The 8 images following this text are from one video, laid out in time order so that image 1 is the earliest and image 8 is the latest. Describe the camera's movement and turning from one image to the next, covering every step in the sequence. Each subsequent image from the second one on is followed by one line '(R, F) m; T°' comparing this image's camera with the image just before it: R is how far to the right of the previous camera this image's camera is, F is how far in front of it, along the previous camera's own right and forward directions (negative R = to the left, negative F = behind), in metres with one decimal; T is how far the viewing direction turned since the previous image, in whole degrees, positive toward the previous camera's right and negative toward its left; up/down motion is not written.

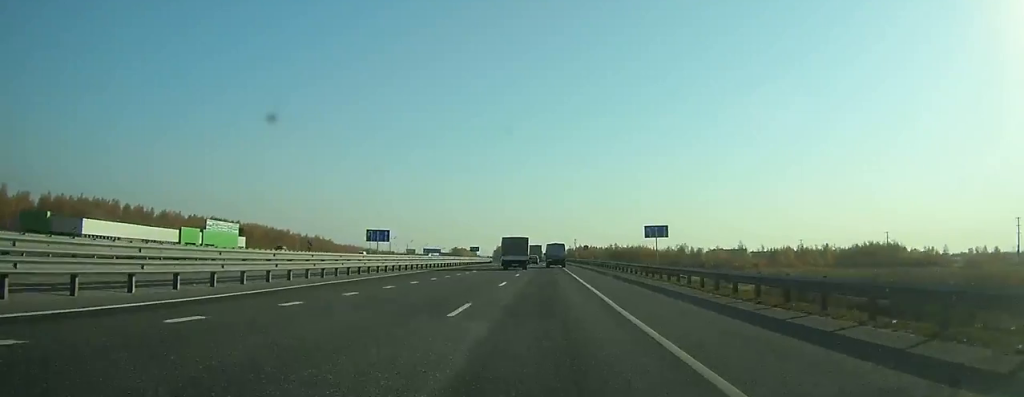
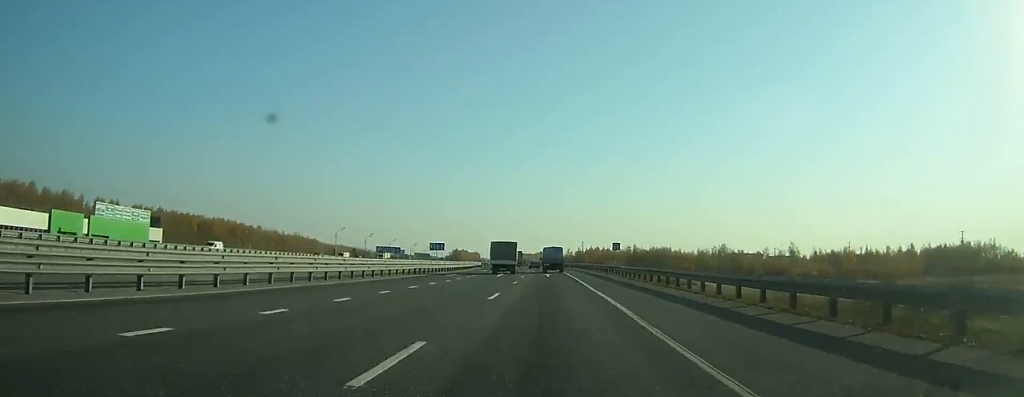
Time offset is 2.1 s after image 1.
(-0.3, +43.3) m; 0°
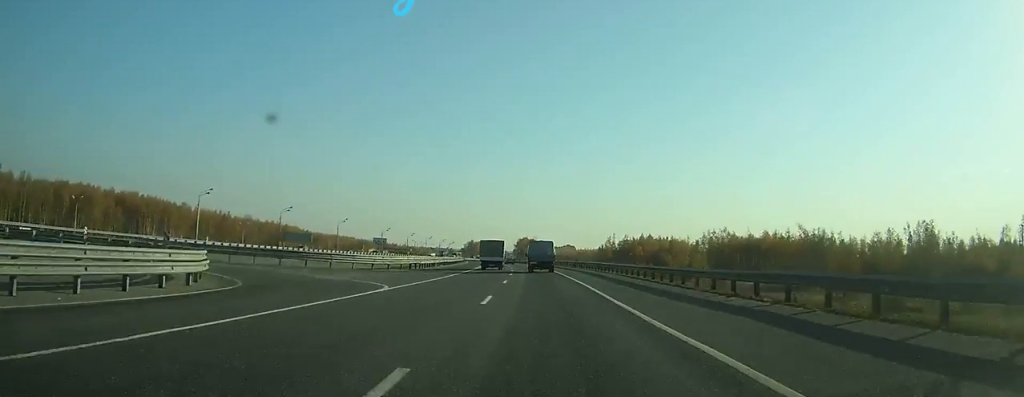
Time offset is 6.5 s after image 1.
(-0.4, +85.8) m; -2°
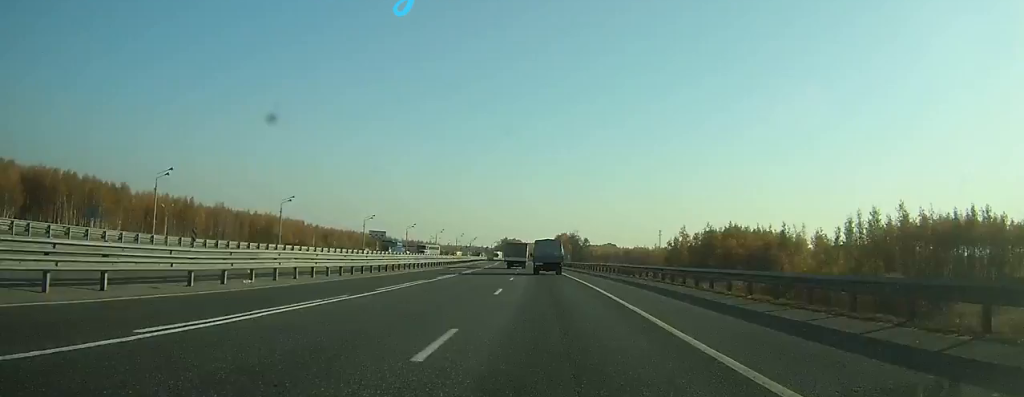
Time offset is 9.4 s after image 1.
(-1.6, +56.8) m; -3°
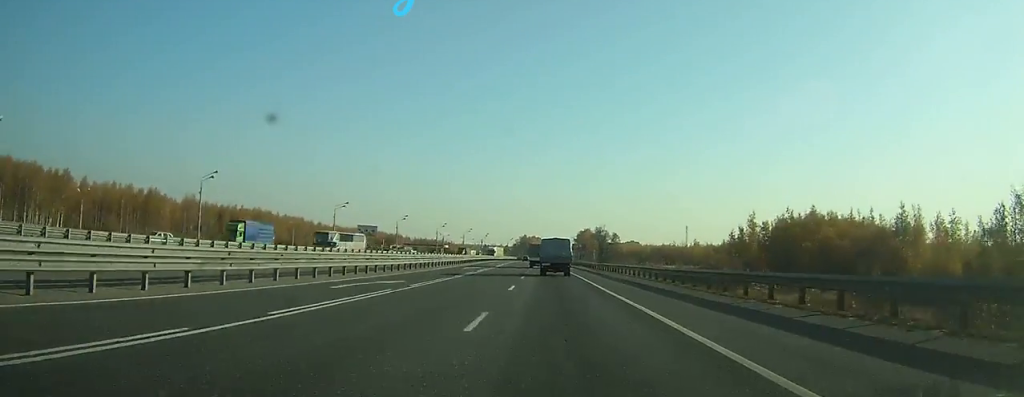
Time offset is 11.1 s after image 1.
(-0.7, +33.2) m; -2°
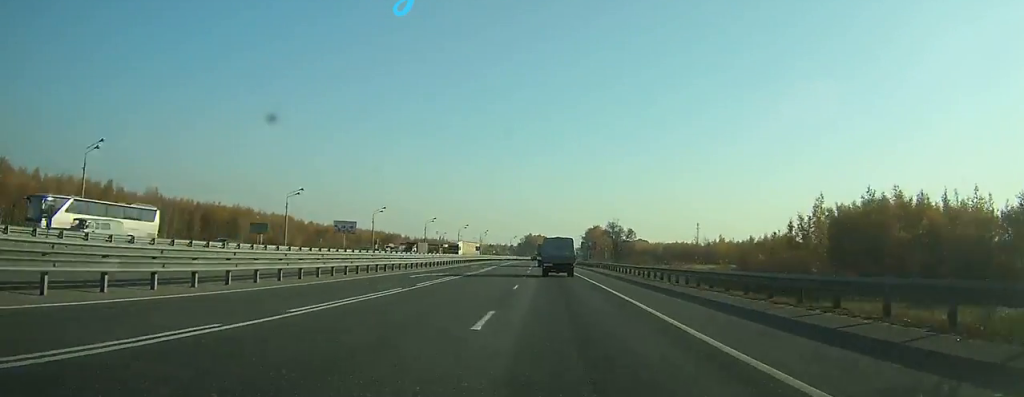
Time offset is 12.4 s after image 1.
(-0.2, +24.2) m; -1°
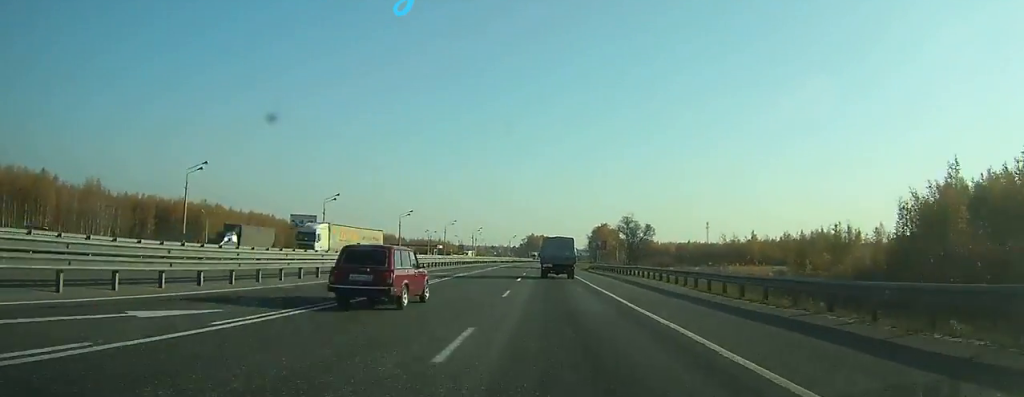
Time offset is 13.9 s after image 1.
(-0.1, +28.0) m; 0°
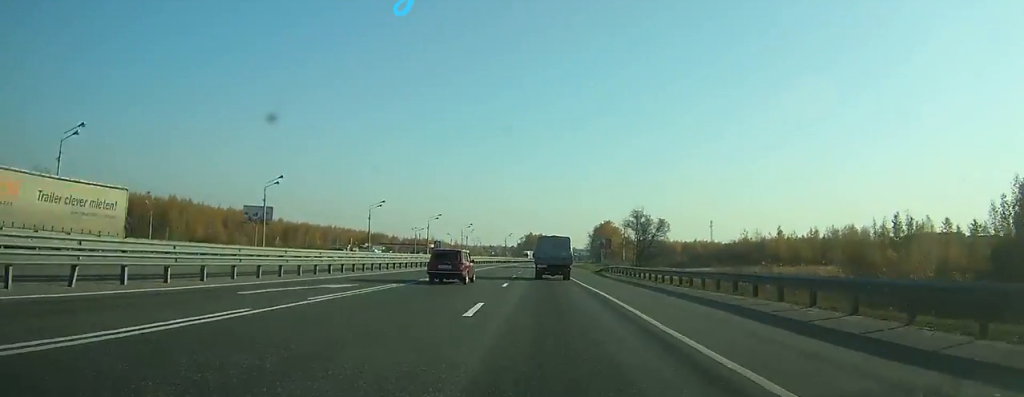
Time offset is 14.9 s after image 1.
(-0.1, +19.1) m; 0°
